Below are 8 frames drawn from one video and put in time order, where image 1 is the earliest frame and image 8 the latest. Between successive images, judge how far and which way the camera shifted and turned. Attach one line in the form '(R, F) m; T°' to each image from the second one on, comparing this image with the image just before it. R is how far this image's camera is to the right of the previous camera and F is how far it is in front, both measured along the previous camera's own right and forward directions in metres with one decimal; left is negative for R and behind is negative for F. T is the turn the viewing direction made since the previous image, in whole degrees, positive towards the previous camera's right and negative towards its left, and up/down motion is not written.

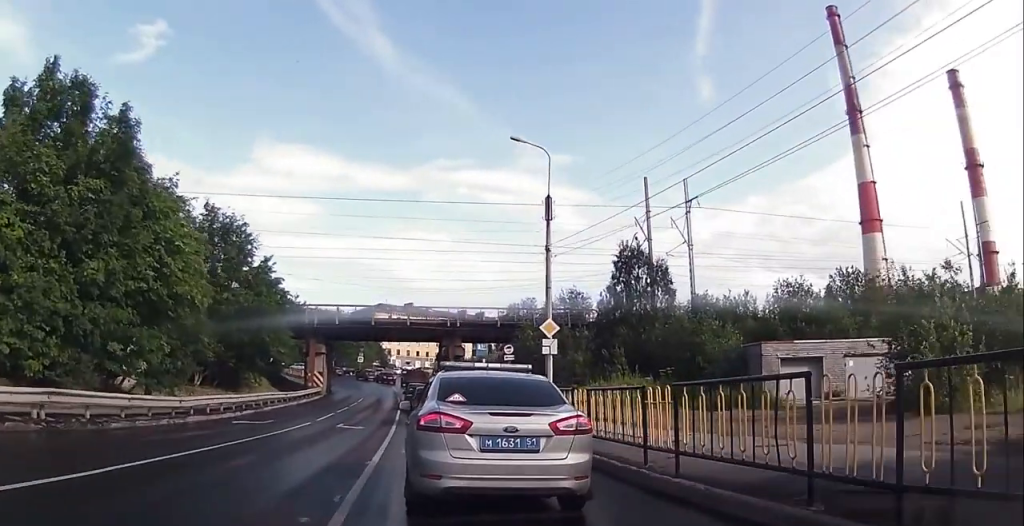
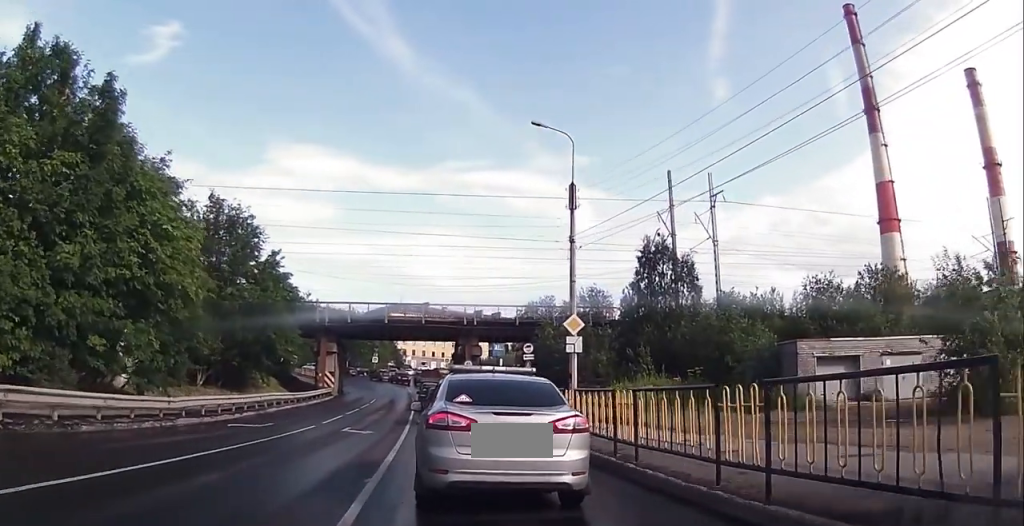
(0.0, +2.1) m; -1°
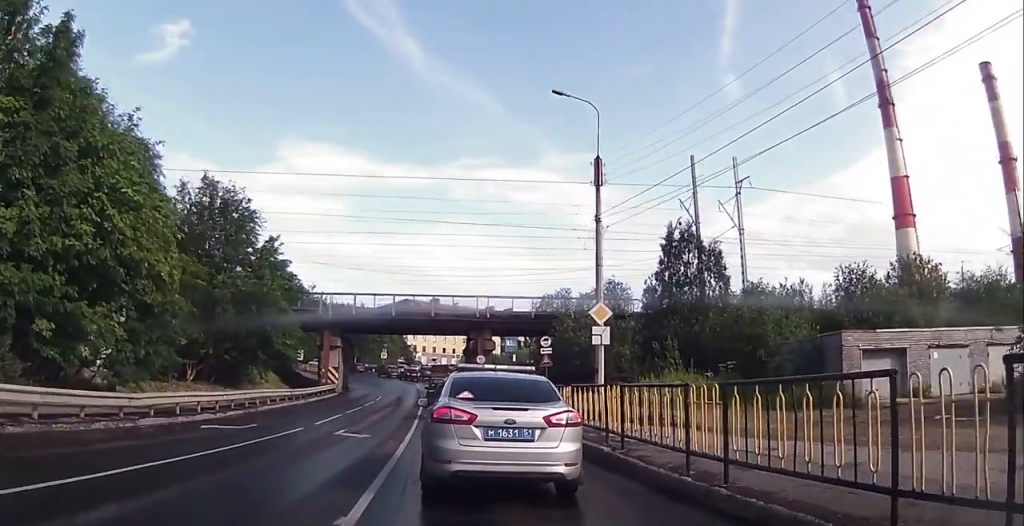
(0.0, +3.1) m; -4°
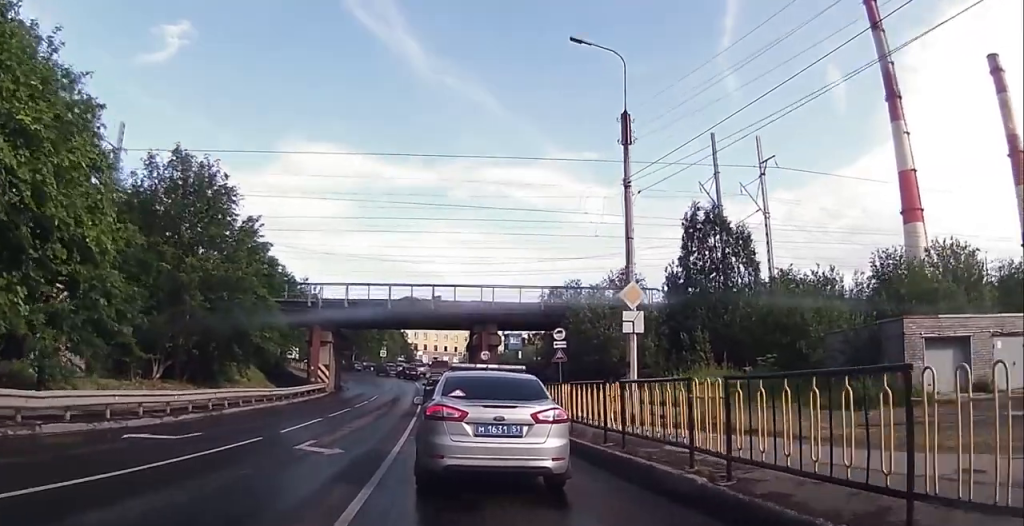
(-0.2, +4.0) m; -4°
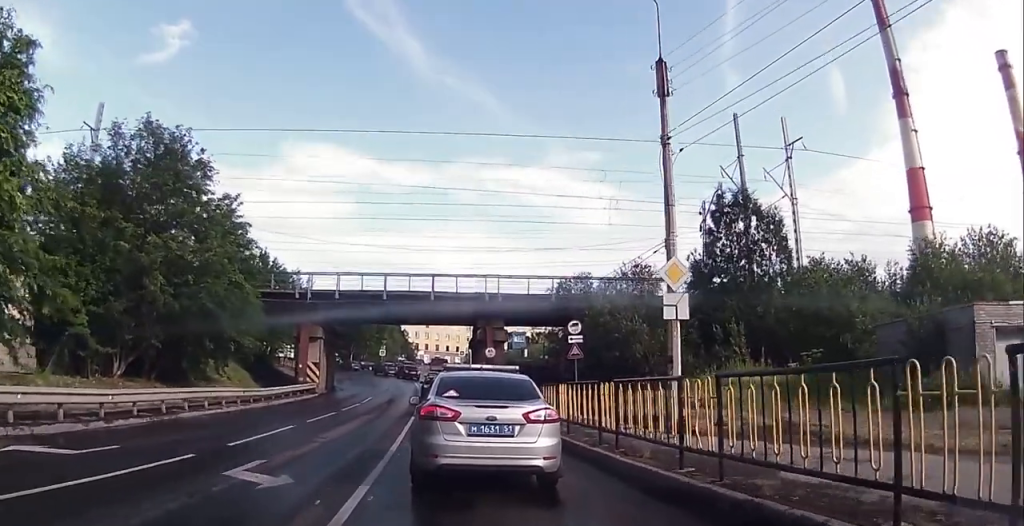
(-0.2, +3.8) m; +1°
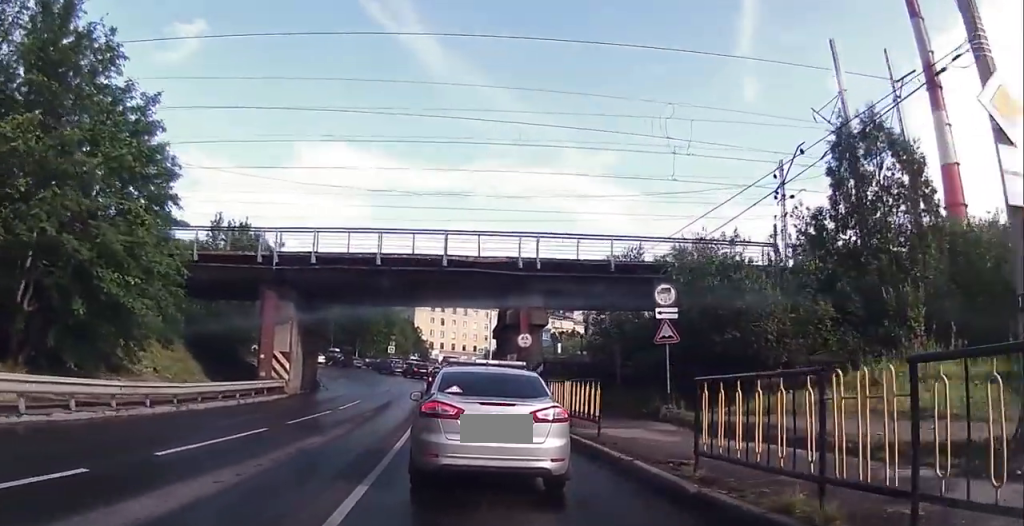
(+1.0, +11.5) m; +3°
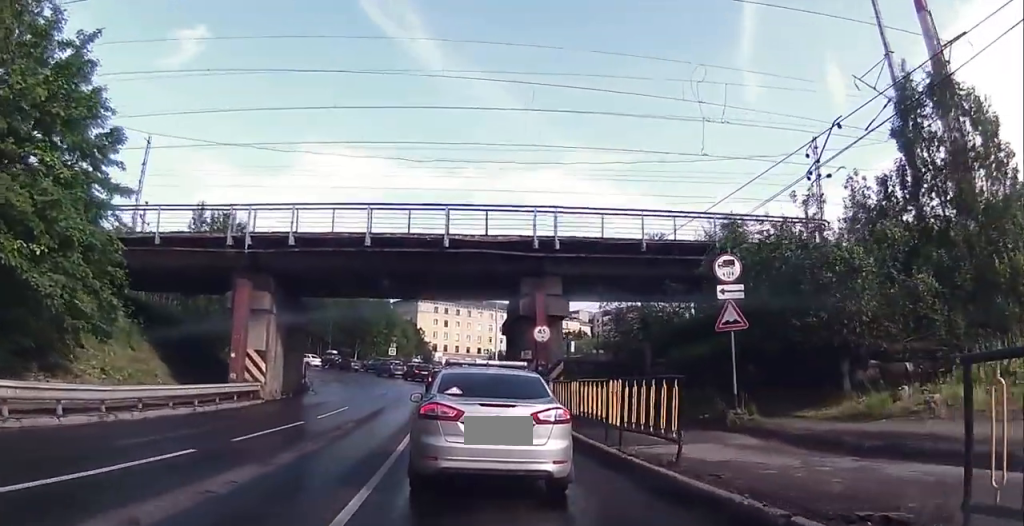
(-0.2, +5.1) m; -2°
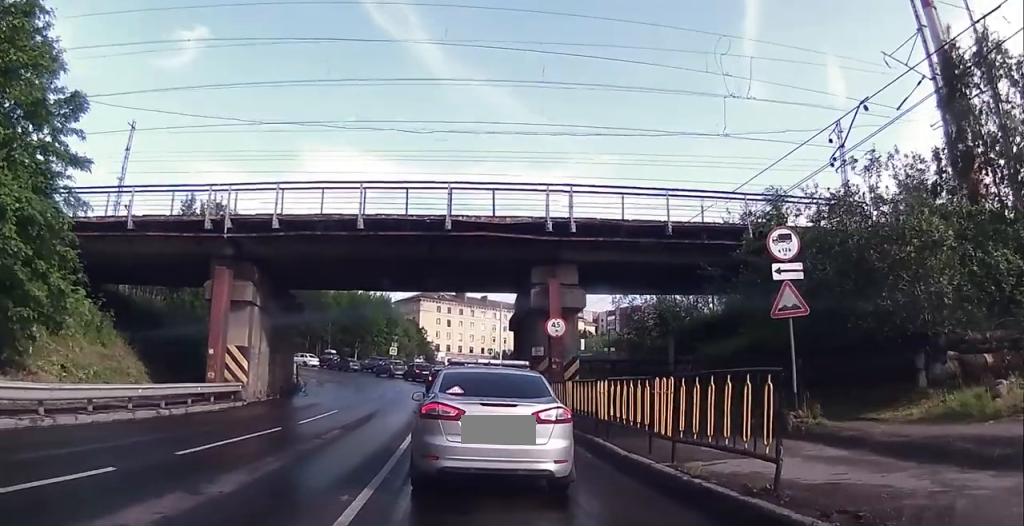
(+0.1, +3.2) m; -1°
